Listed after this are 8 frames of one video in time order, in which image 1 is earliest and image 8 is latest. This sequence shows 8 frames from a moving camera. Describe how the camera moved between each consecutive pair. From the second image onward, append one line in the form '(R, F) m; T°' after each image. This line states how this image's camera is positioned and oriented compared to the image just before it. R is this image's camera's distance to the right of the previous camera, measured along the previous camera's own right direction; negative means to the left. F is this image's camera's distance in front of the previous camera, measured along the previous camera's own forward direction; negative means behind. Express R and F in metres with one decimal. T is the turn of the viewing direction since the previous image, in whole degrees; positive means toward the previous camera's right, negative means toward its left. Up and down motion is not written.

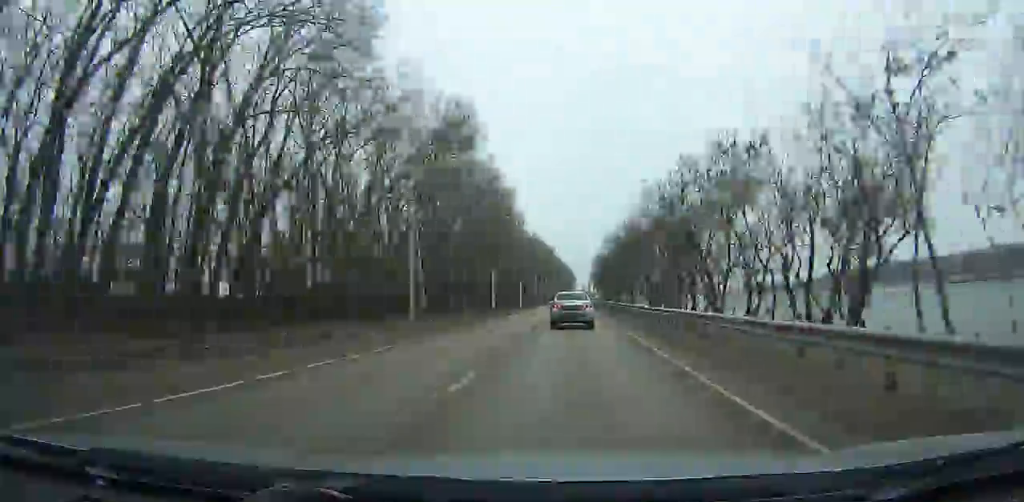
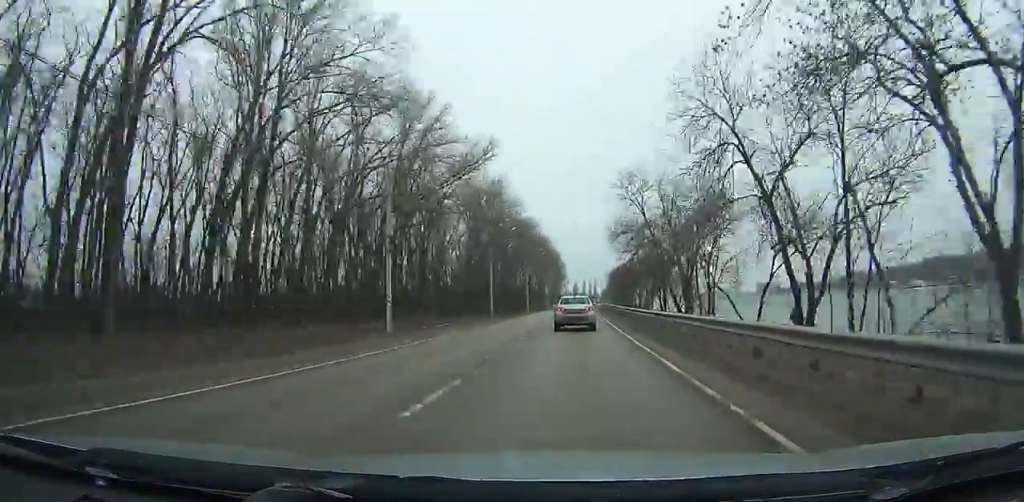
(+3.0, +142.2) m; +2°
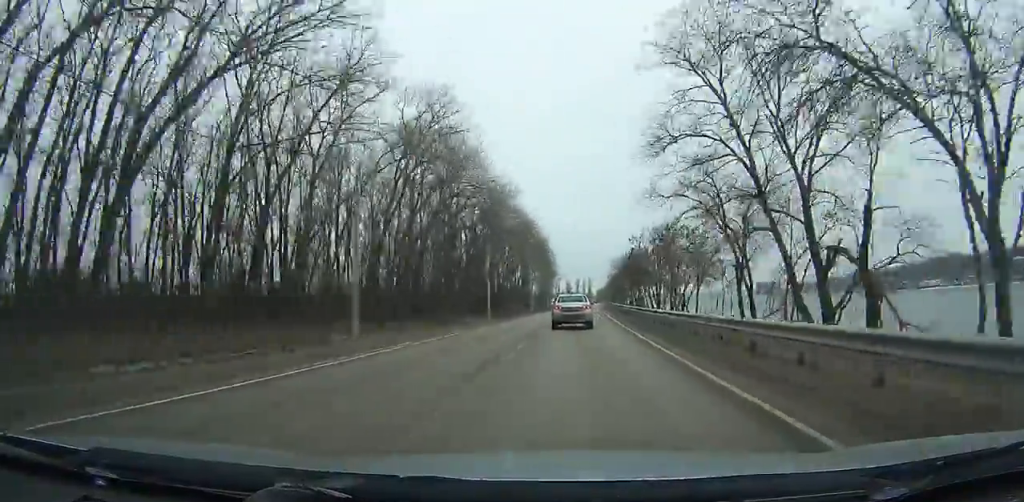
(+0.2, +39.7) m; +1°
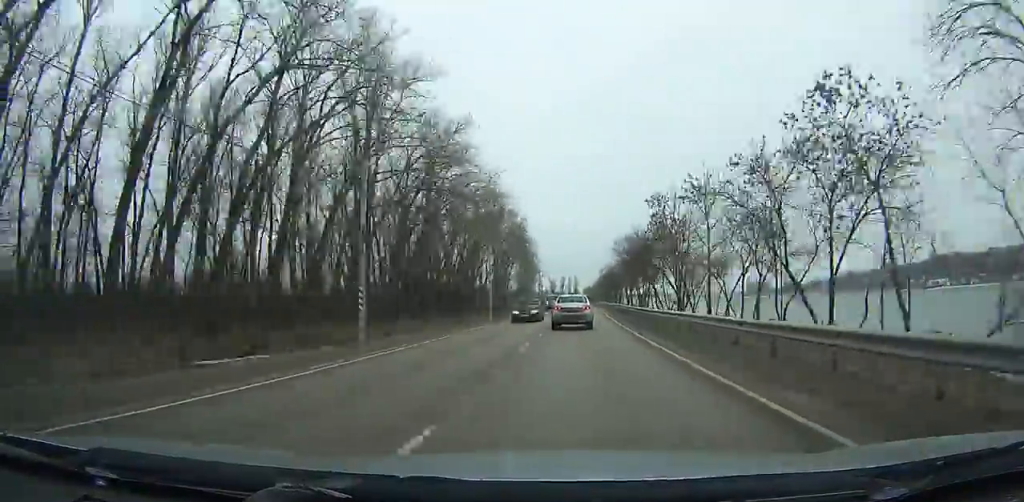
(-0.2, +32.8) m; +1°
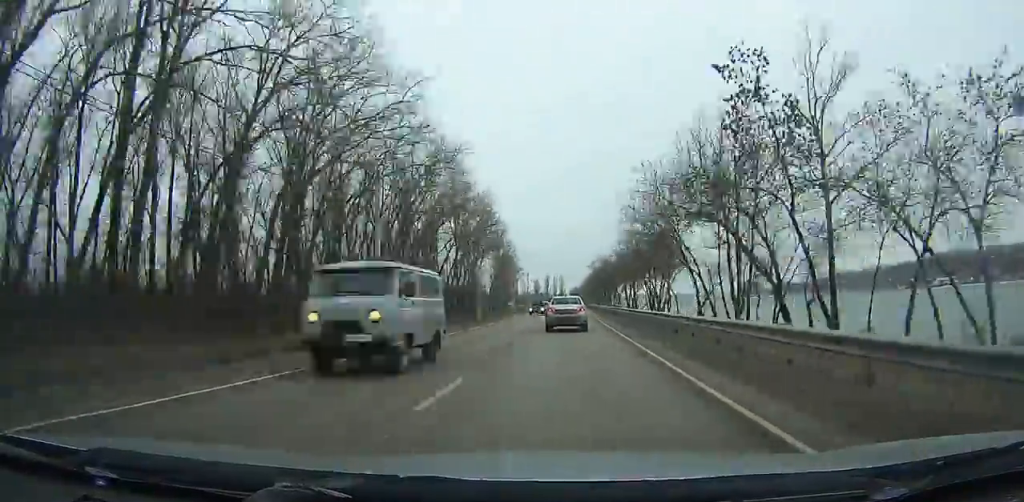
(+0.2, +30.6) m; +1°
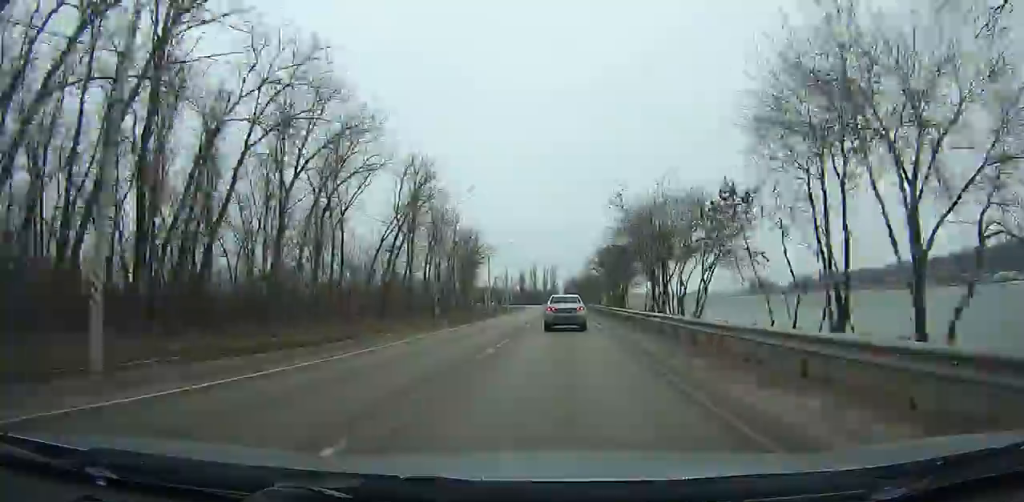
(+1.3, +84.7) m; 0°
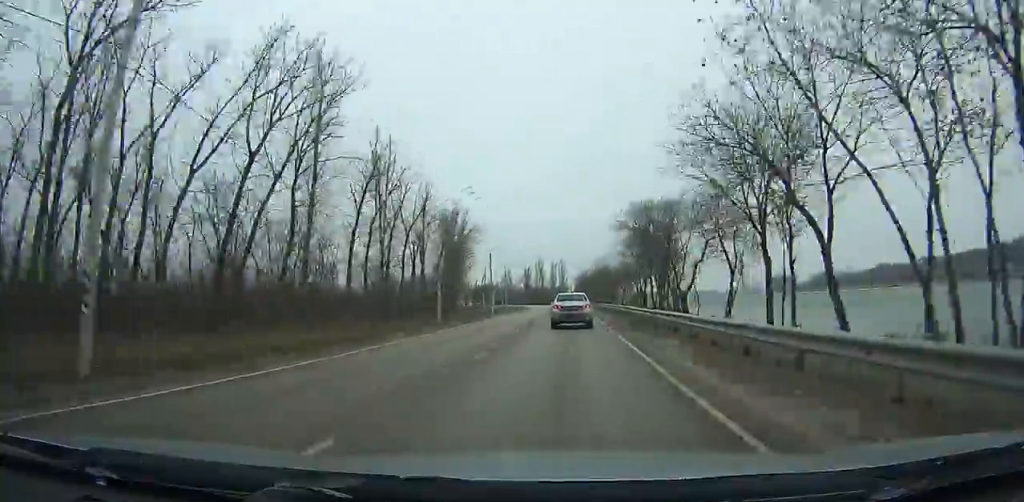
(0.0, +34.7) m; -1°
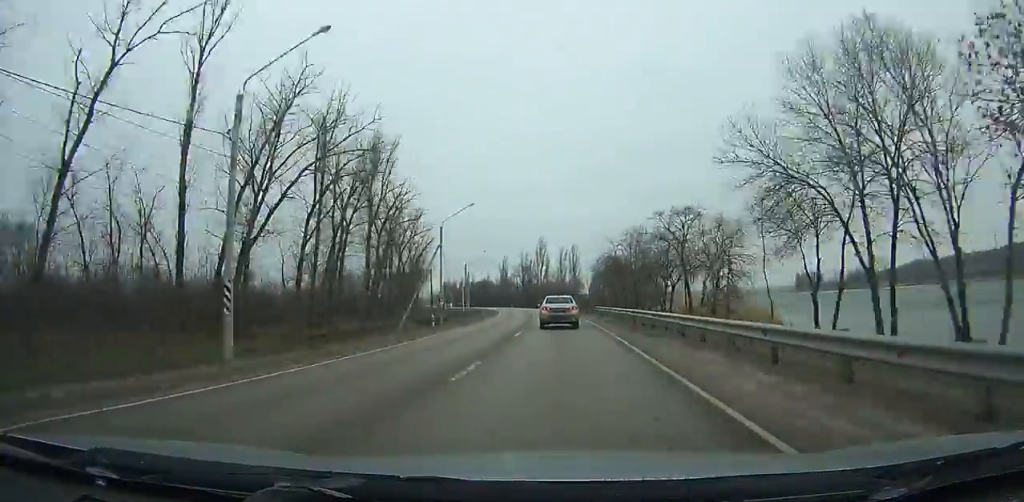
(-0.7, +63.2) m; -3°
